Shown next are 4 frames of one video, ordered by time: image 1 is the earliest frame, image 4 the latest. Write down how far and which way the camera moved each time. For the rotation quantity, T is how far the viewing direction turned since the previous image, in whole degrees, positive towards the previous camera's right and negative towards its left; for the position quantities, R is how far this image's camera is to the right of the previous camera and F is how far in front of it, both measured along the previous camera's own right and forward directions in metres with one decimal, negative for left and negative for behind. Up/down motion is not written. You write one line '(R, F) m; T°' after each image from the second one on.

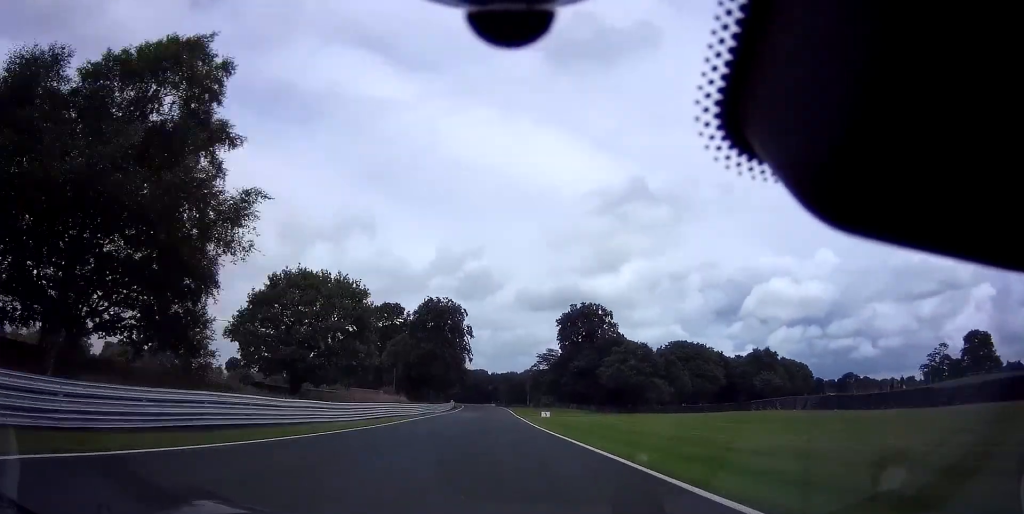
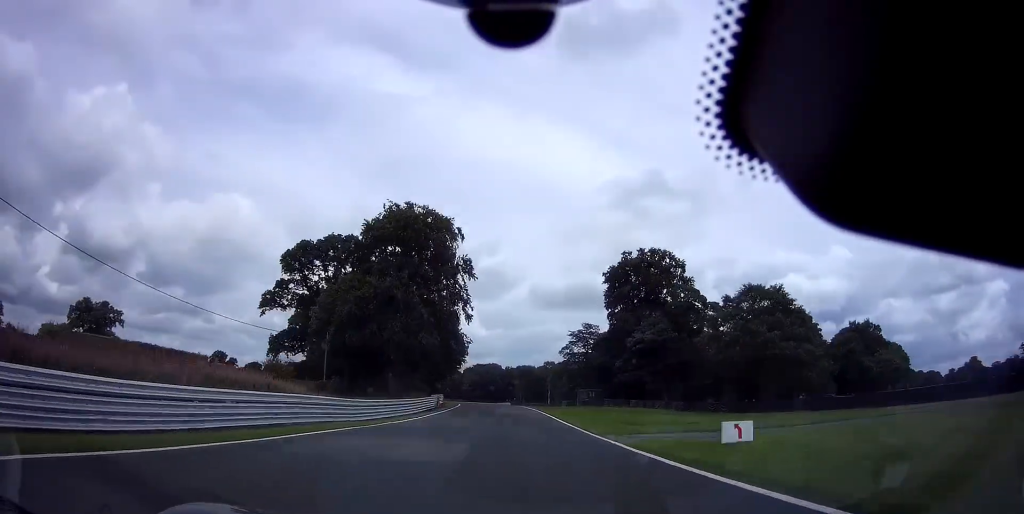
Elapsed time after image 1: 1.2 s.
(-0.8, +44.8) m; -2°
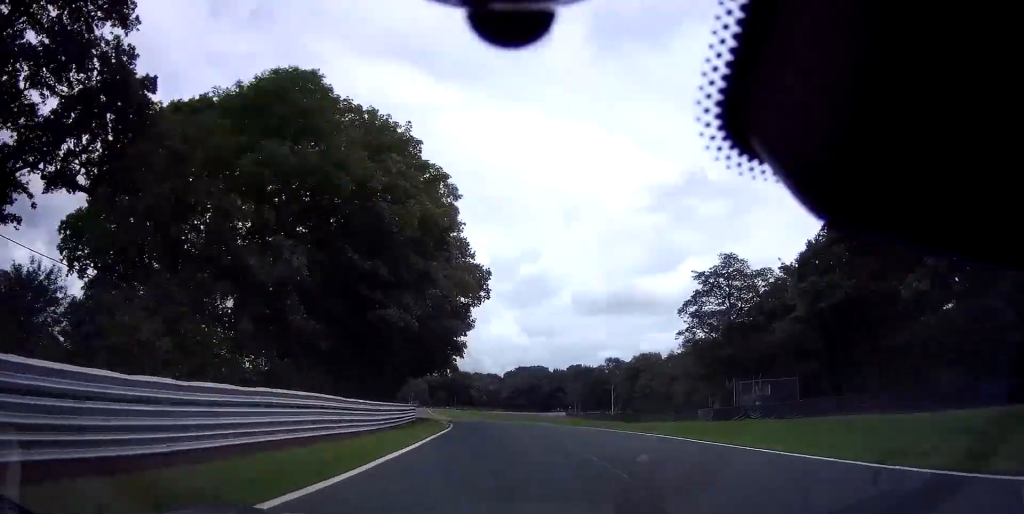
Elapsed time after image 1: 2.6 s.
(-1.1, +57.3) m; -4°
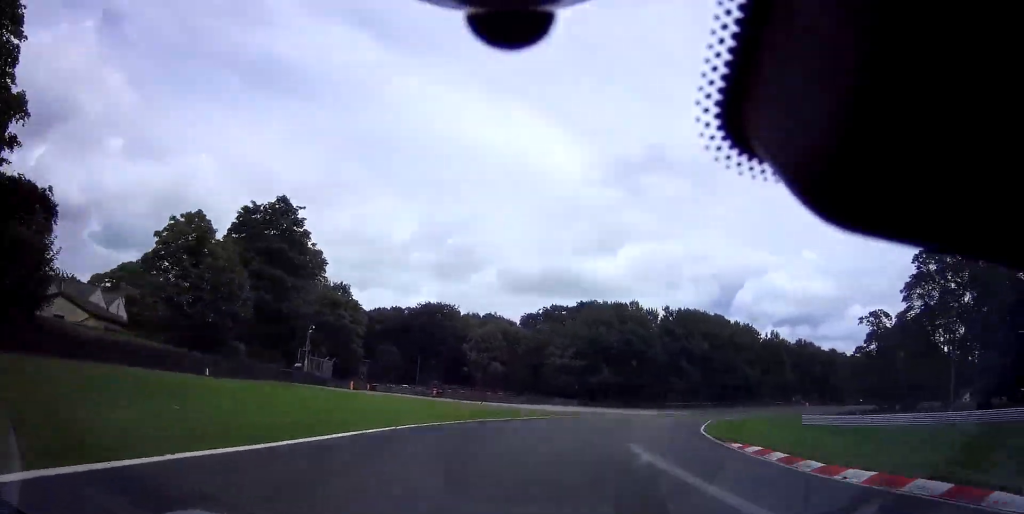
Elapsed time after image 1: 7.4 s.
(-23.2, +175.9) m; +8°
